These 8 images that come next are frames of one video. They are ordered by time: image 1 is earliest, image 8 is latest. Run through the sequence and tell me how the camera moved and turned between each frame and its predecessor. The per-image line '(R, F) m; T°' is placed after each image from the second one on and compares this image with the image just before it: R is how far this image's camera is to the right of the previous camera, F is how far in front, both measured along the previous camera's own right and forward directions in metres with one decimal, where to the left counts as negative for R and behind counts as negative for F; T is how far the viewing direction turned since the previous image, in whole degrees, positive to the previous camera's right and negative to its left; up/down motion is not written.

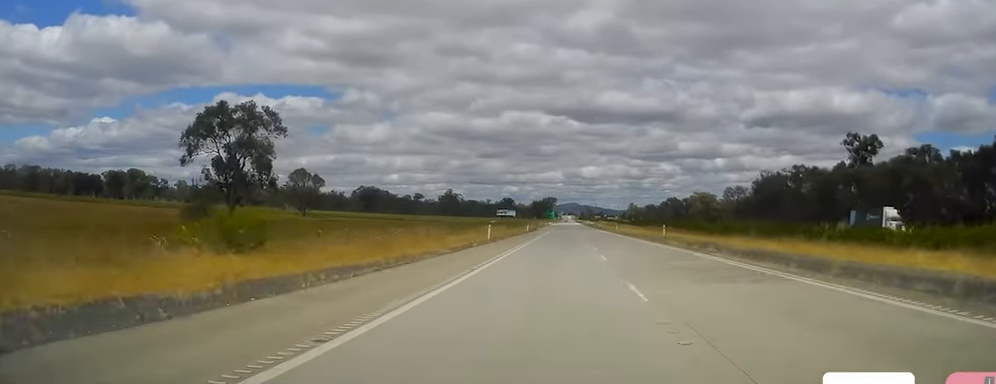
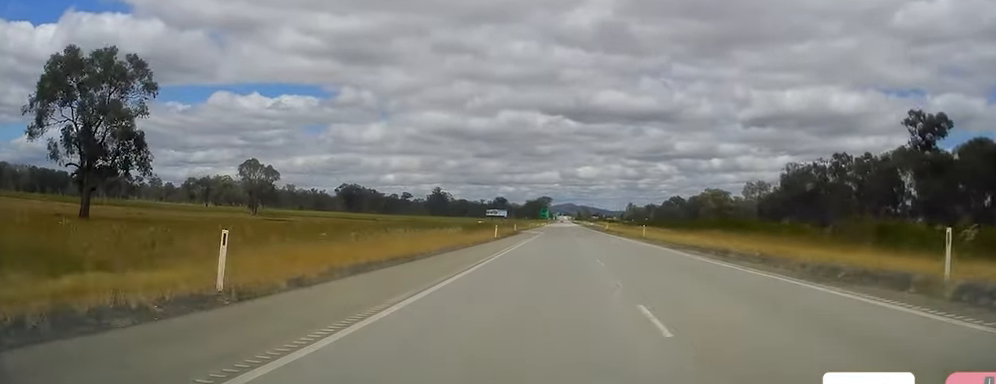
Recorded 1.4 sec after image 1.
(-0.1, +40.0) m; 0°
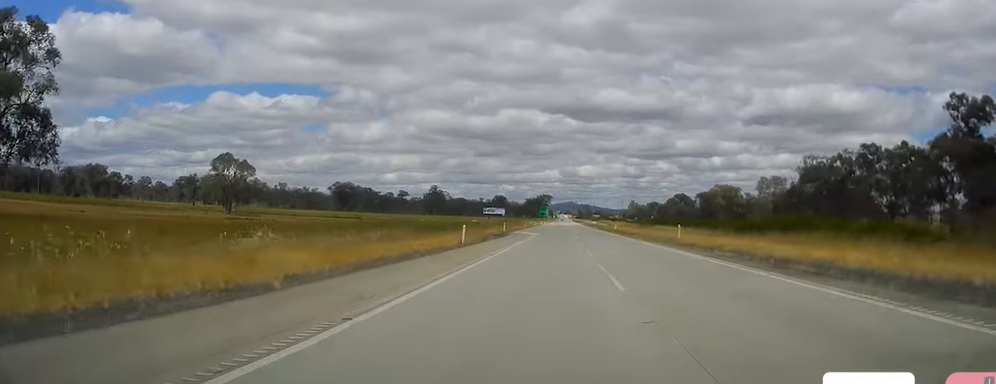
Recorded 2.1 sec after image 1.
(+0.1, +19.2) m; 0°
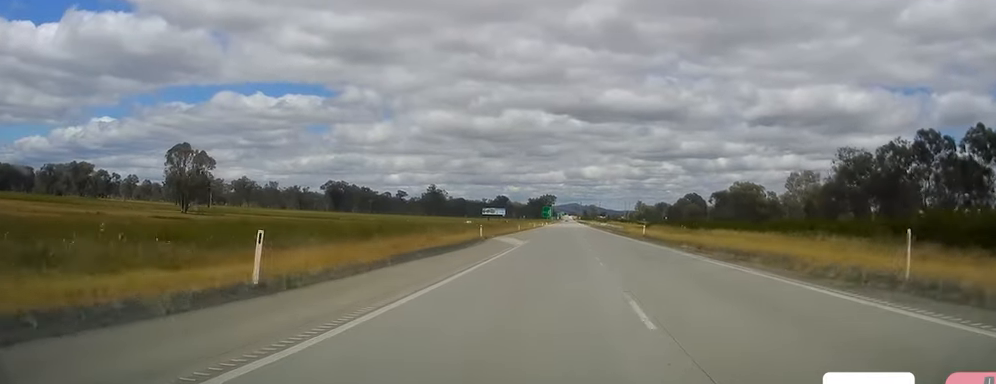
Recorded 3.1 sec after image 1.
(-0.1, +28.8) m; +1°
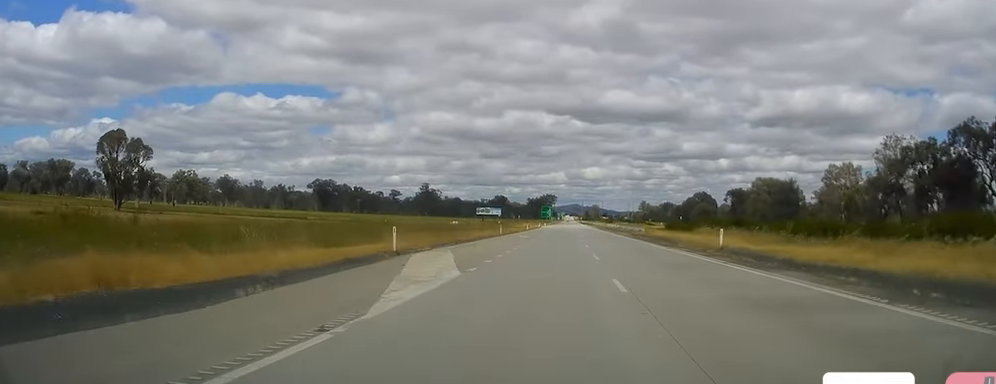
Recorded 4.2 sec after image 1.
(+0.3, +31.6) m; 0°
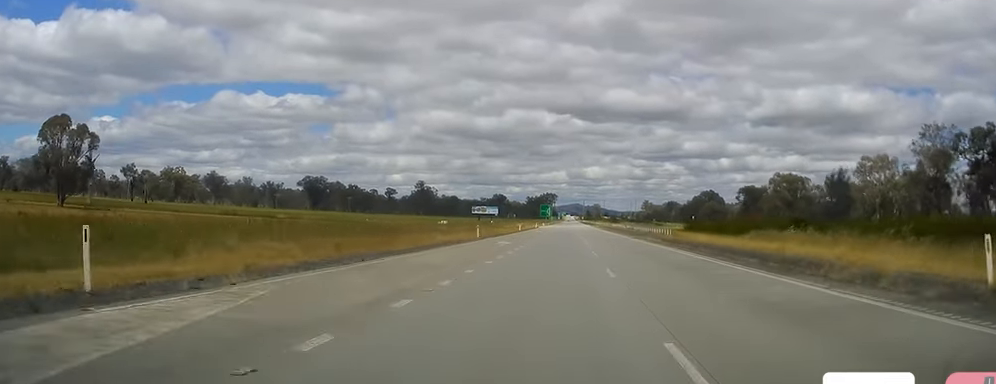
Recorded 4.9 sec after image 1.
(-0.4, +21.1) m; -1°
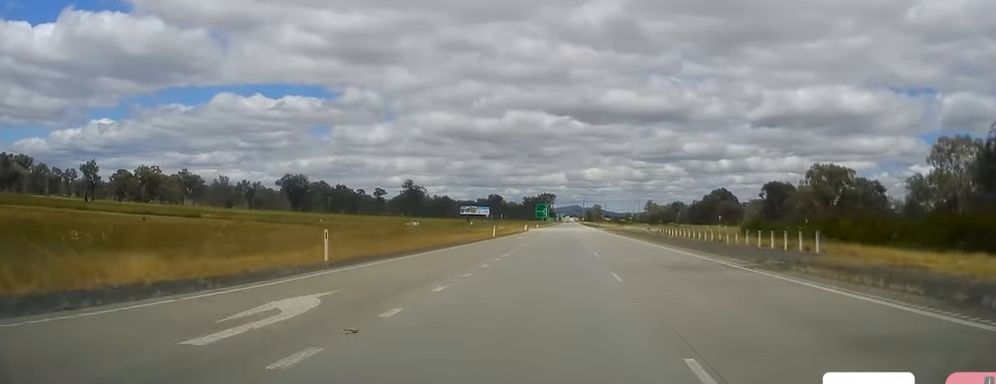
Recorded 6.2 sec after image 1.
(-0.2, +37.4) m; 0°
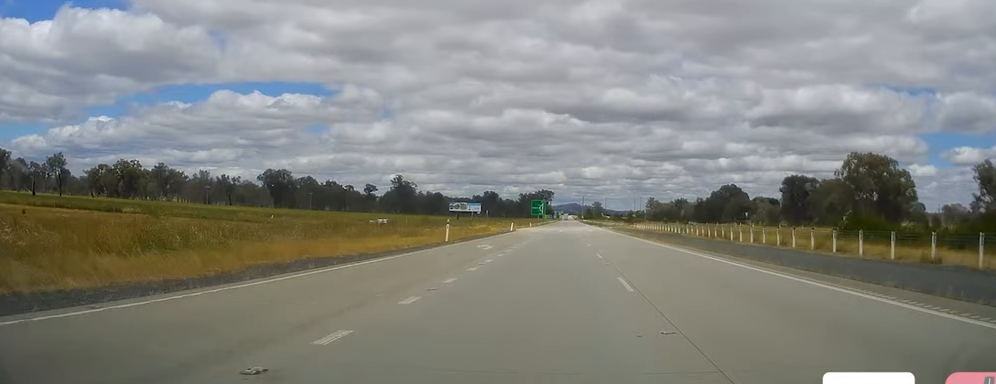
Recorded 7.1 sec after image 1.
(0.0, +26.8) m; +1°
